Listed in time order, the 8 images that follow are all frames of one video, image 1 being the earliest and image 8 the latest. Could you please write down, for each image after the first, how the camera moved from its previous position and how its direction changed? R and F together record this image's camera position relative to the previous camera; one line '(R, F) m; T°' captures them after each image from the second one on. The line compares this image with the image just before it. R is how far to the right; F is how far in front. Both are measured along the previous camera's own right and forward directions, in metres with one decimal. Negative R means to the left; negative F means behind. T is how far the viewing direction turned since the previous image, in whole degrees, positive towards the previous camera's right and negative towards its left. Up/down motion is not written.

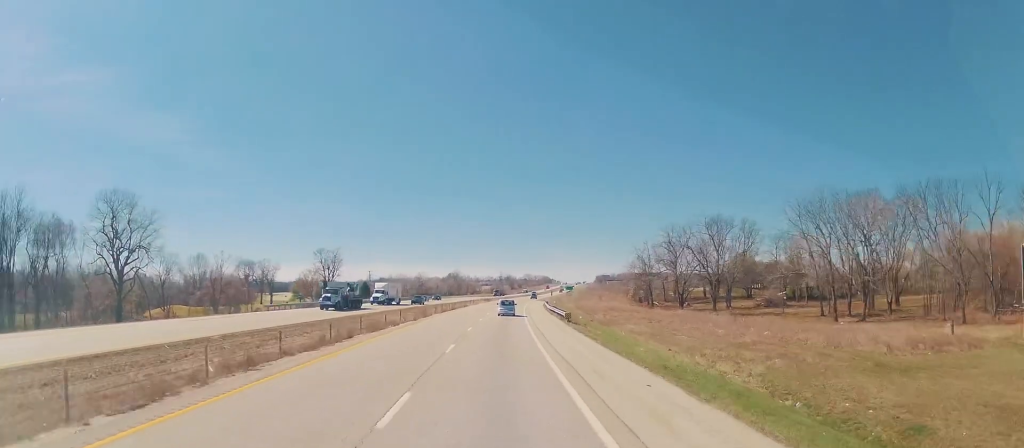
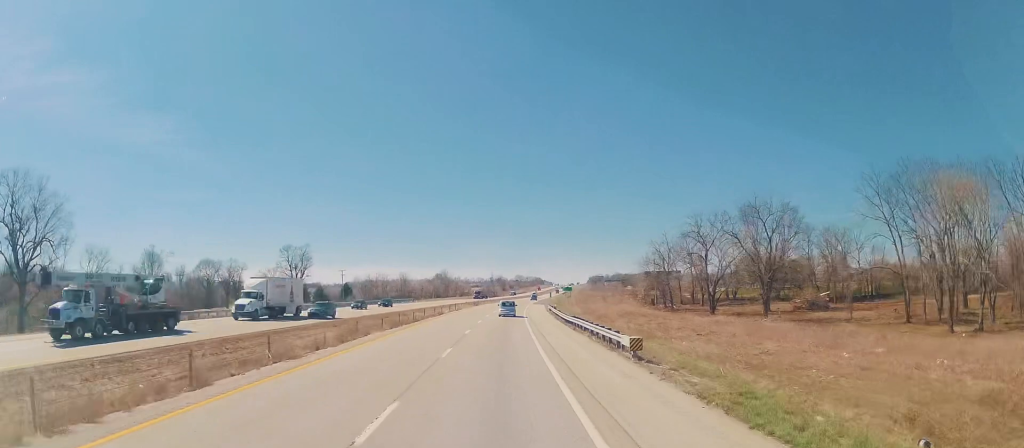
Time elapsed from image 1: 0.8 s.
(+0.6, +24.7) m; +2°
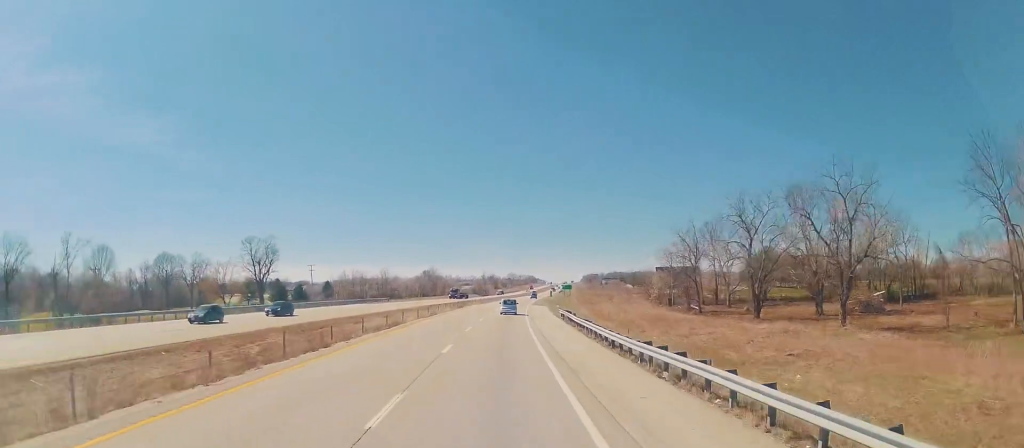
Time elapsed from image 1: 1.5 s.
(+0.4, +22.2) m; +1°
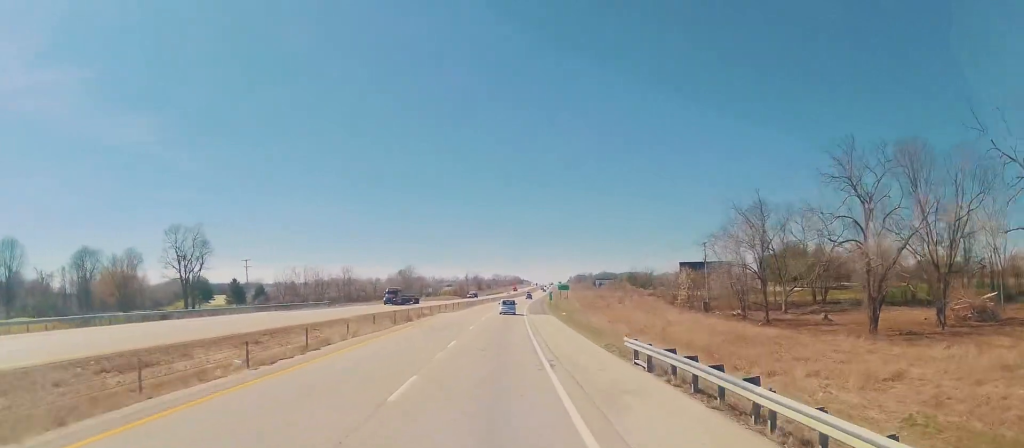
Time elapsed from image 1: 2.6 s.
(-0.1, +33.6) m; 0°
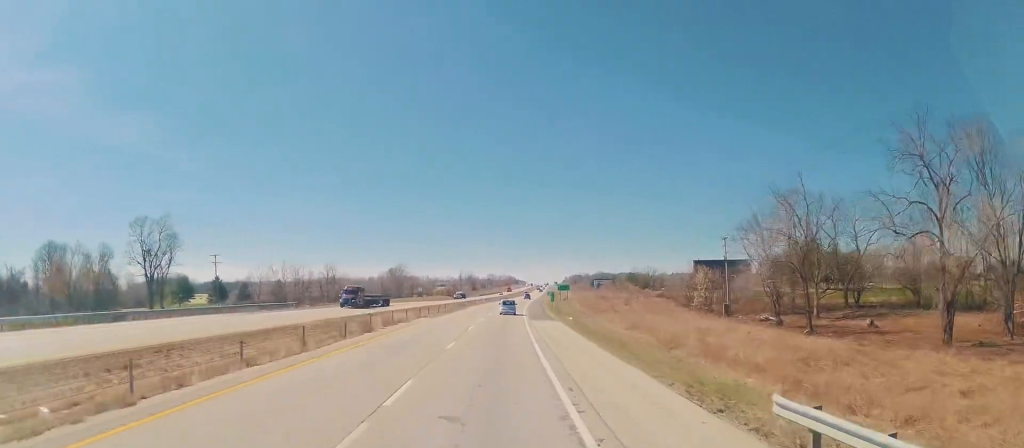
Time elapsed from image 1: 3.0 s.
(-0.1, +12.6) m; 0°
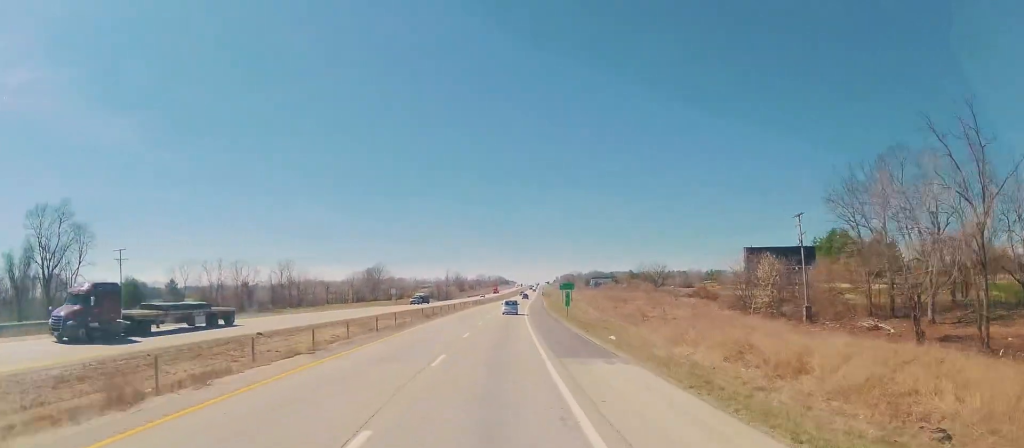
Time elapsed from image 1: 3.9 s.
(+0.2, +29.0) m; +1°
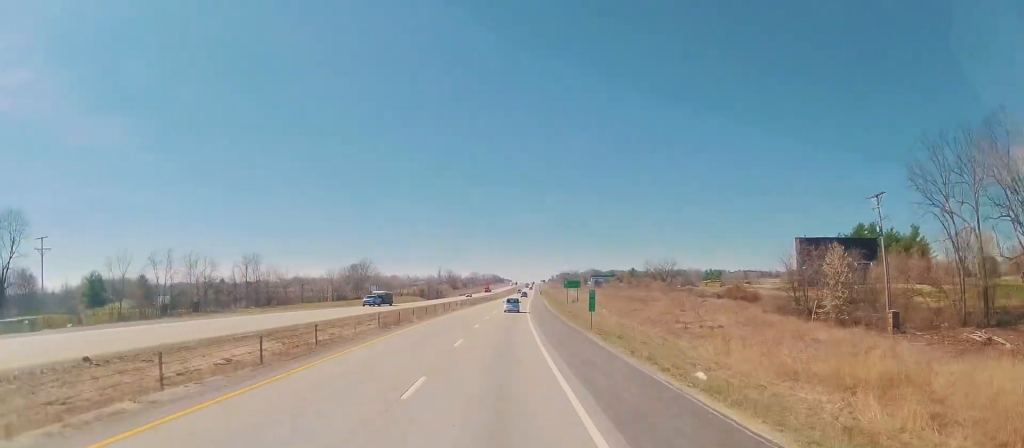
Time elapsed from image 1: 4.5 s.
(+0.3, +17.6) m; +1°
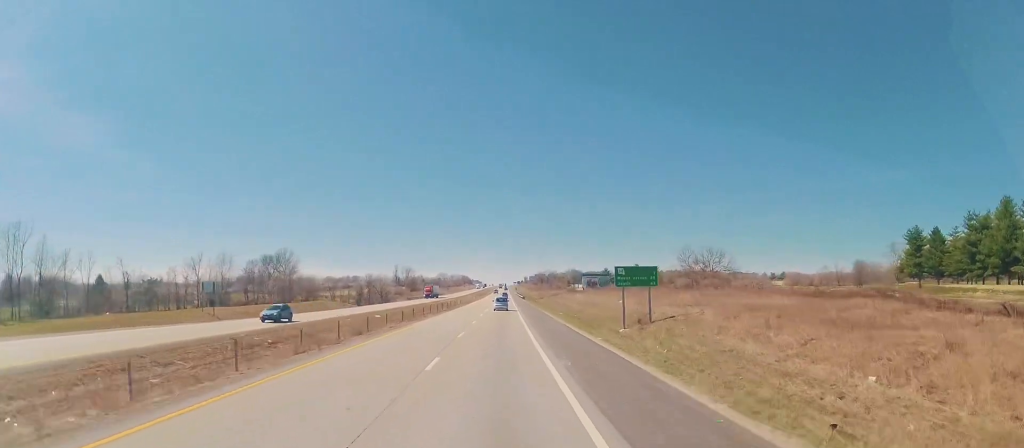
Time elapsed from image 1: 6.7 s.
(+1.3, +68.8) m; +2°
